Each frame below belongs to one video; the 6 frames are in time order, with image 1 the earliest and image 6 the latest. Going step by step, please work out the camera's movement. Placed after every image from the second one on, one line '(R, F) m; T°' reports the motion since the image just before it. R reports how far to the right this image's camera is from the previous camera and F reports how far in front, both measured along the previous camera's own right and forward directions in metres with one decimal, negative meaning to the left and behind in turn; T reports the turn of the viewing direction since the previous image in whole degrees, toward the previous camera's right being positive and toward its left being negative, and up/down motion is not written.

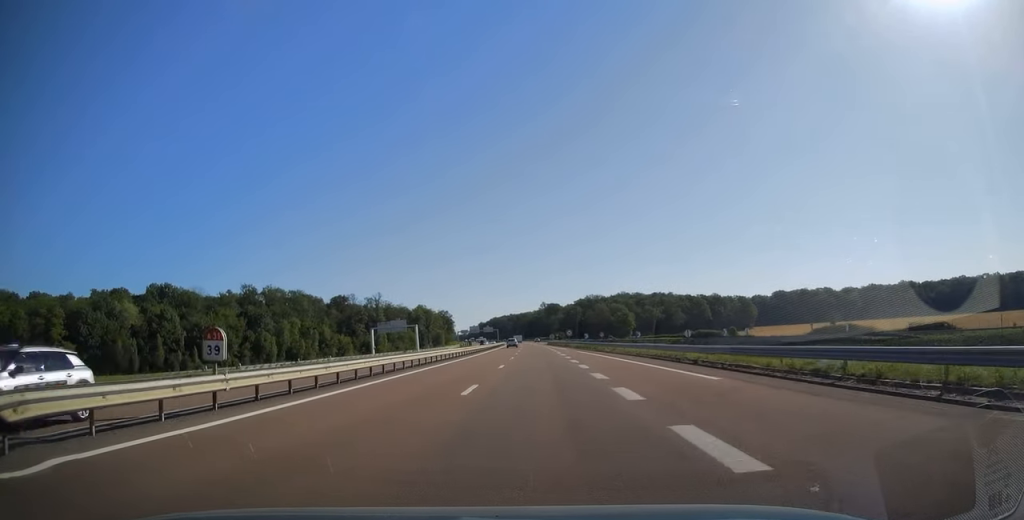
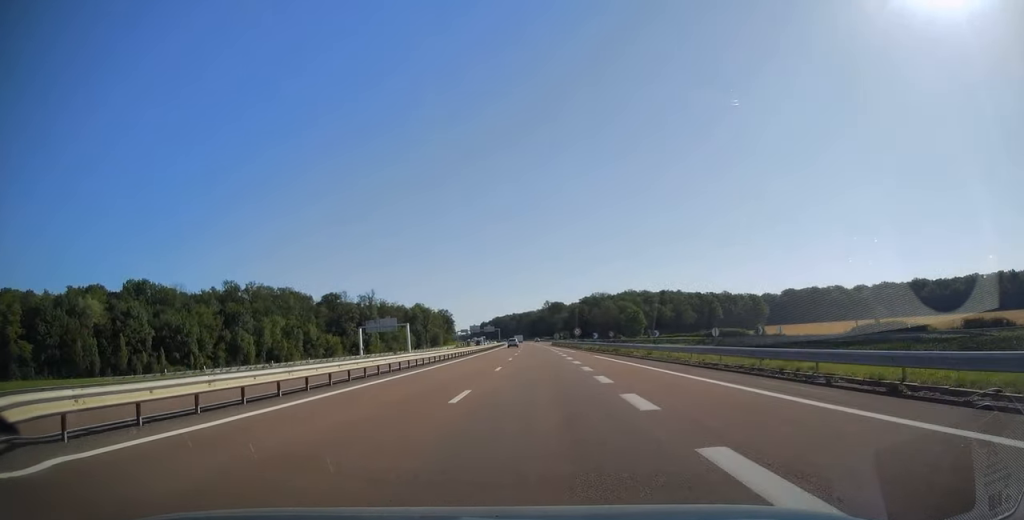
(-0.1, +14.7) m; 0°
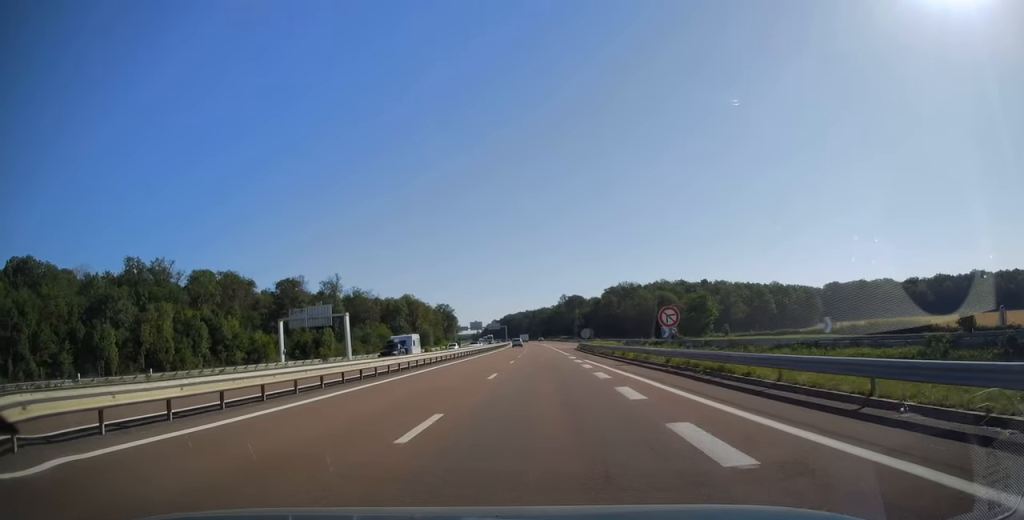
(-0.3, +57.3) m; -1°
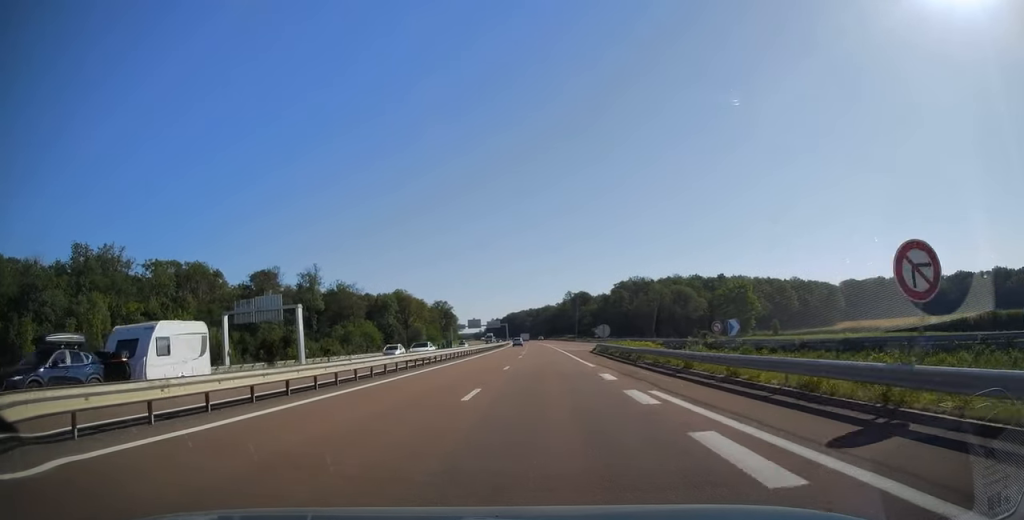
(0.0, +20.8) m; -1°
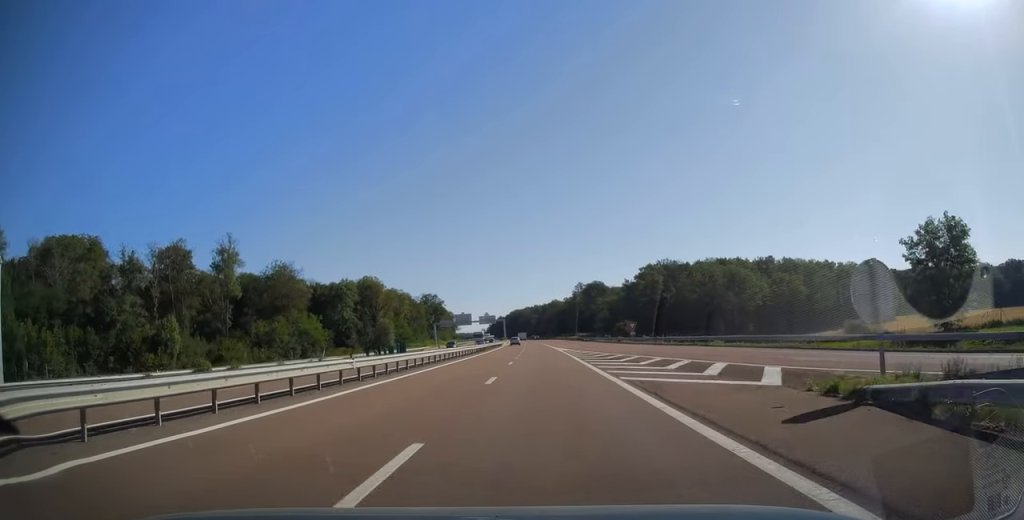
(-0.7, +49.7) m; 0°
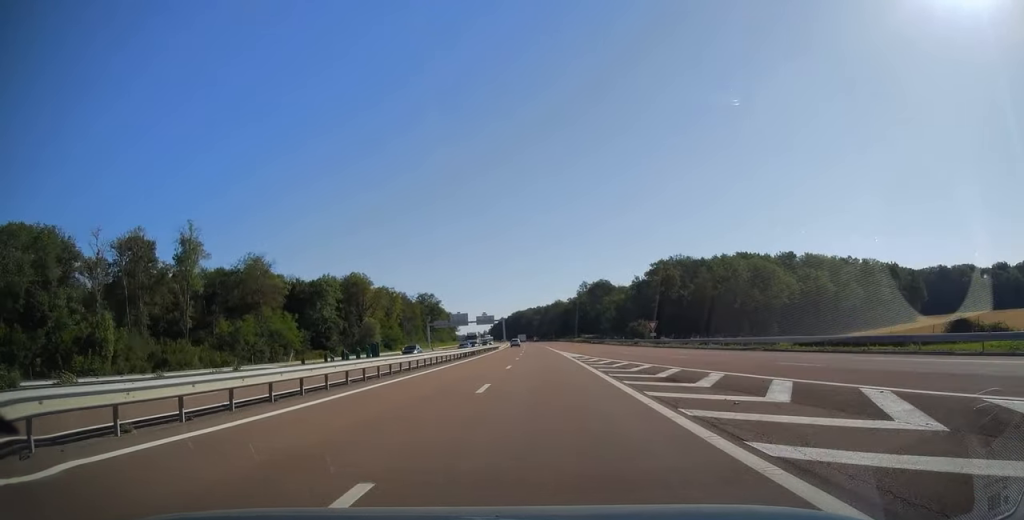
(0.0, +15.2) m; 0°
